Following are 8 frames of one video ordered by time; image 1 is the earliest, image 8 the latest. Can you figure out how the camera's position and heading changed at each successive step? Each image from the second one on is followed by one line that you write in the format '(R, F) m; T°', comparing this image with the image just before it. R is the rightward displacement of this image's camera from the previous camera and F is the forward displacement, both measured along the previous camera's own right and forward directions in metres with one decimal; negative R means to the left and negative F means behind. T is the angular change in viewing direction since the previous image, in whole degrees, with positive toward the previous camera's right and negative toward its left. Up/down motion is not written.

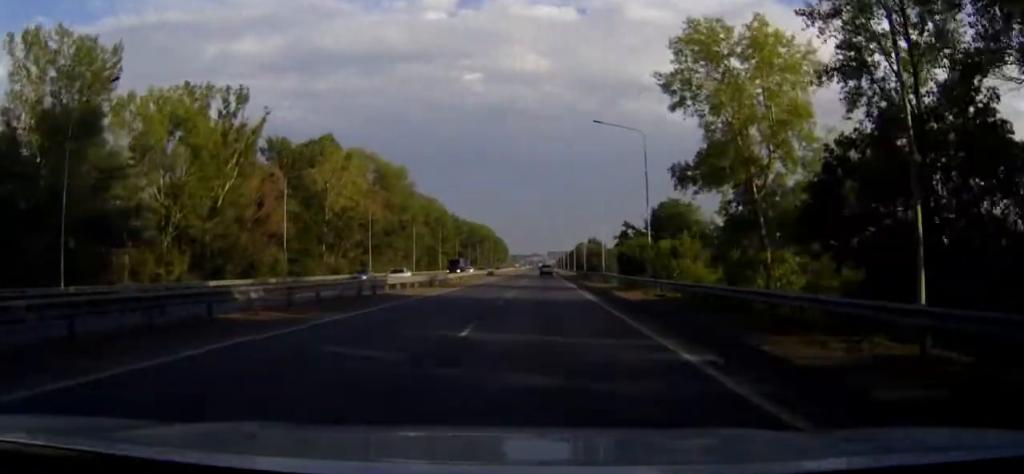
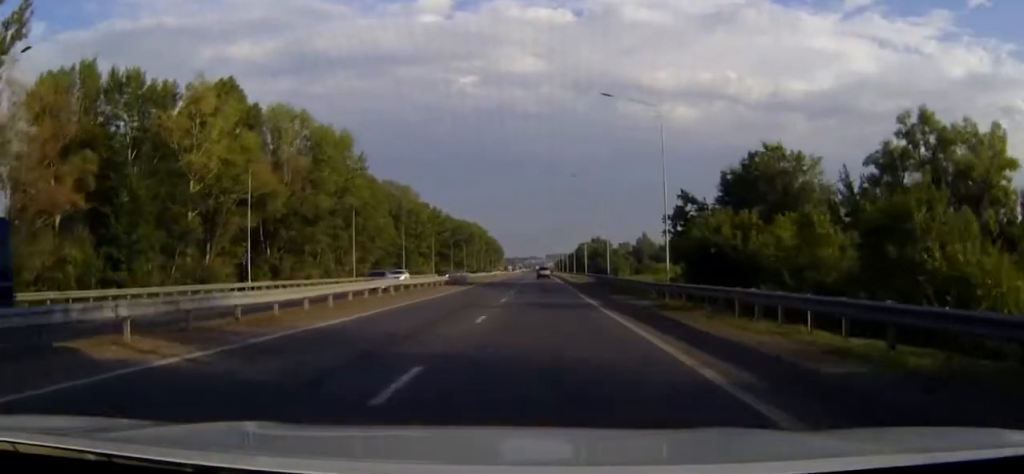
(+0.1, +43.3) m; 0°
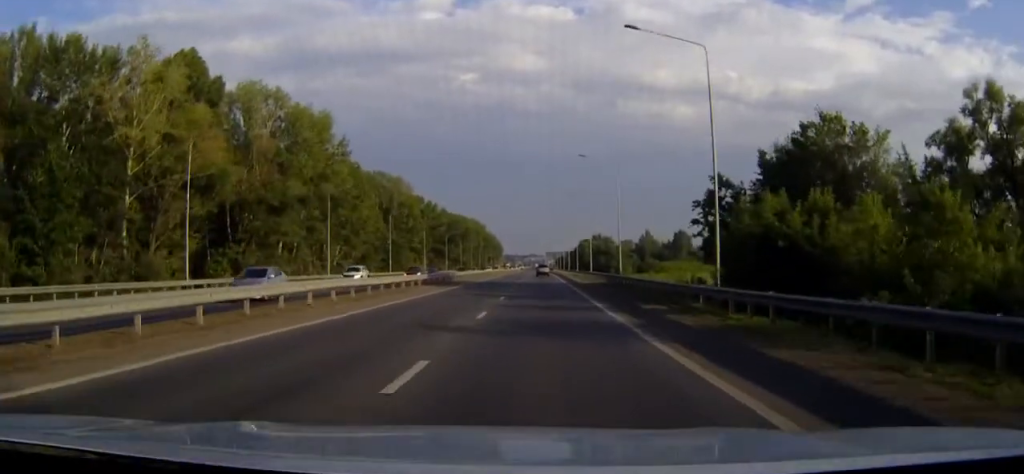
(0.0, +11.5) m; 0°
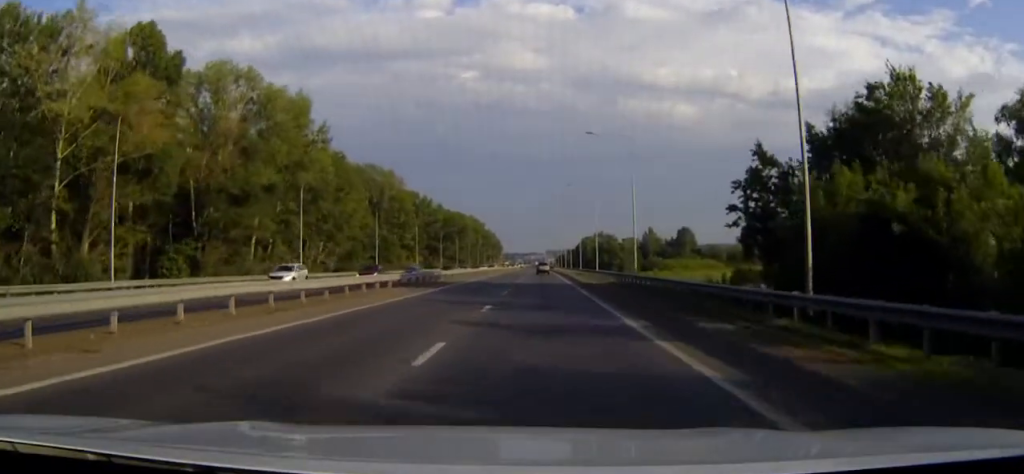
(0.0, +10.0) m; 0°
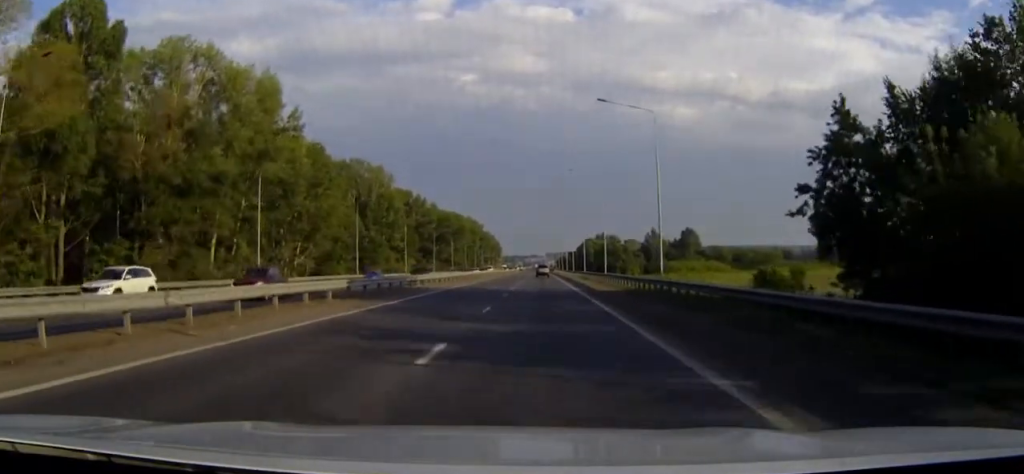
(0.0, +11.5) m; 0°
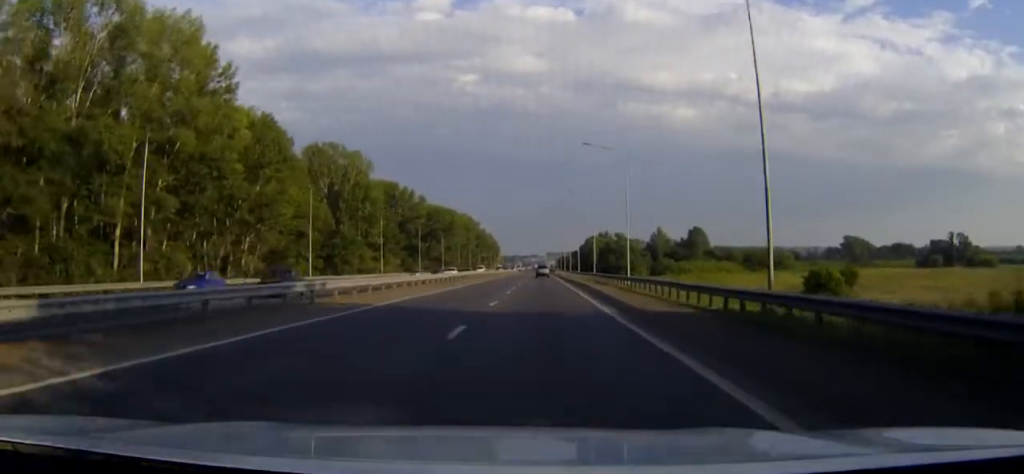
(0.0, +20.2) m; 0°
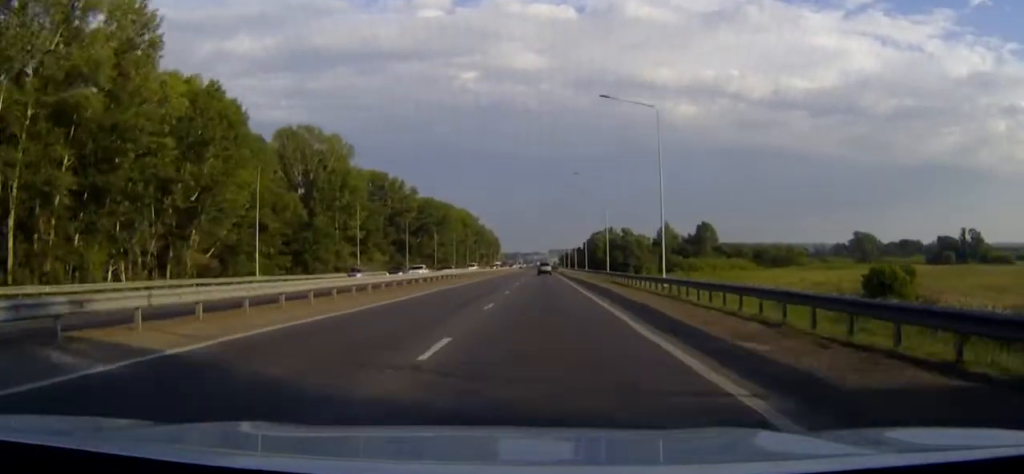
(0.0, +15.6) m; 0°
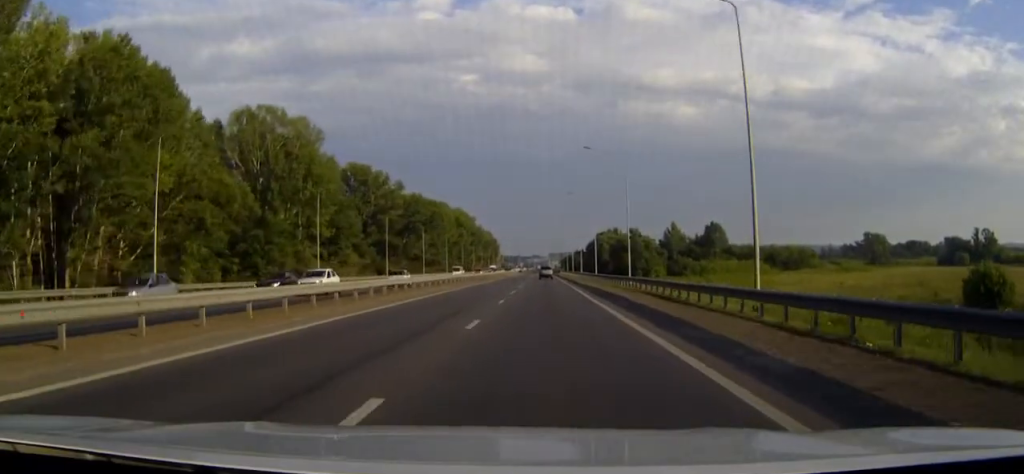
(0.0, +18.0) m; 0°
